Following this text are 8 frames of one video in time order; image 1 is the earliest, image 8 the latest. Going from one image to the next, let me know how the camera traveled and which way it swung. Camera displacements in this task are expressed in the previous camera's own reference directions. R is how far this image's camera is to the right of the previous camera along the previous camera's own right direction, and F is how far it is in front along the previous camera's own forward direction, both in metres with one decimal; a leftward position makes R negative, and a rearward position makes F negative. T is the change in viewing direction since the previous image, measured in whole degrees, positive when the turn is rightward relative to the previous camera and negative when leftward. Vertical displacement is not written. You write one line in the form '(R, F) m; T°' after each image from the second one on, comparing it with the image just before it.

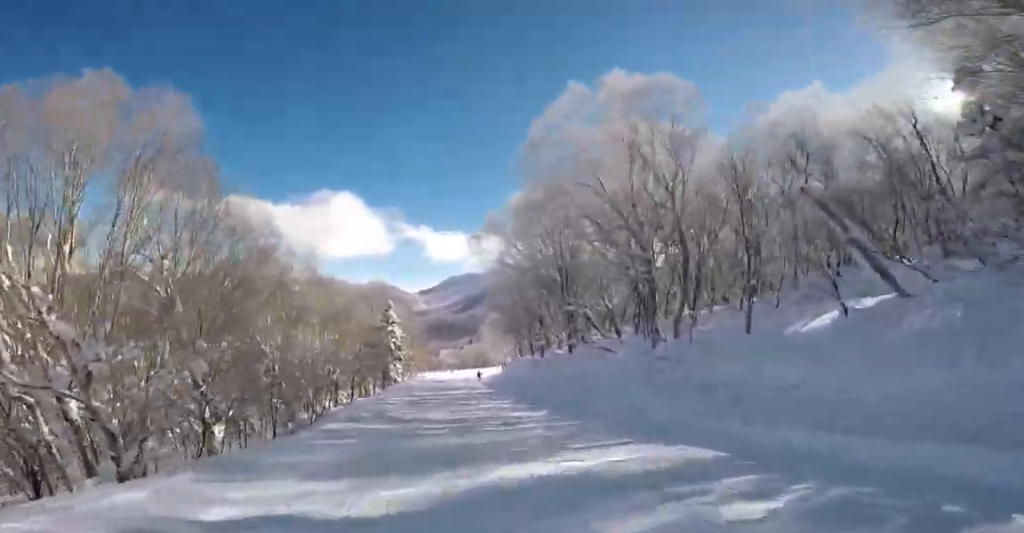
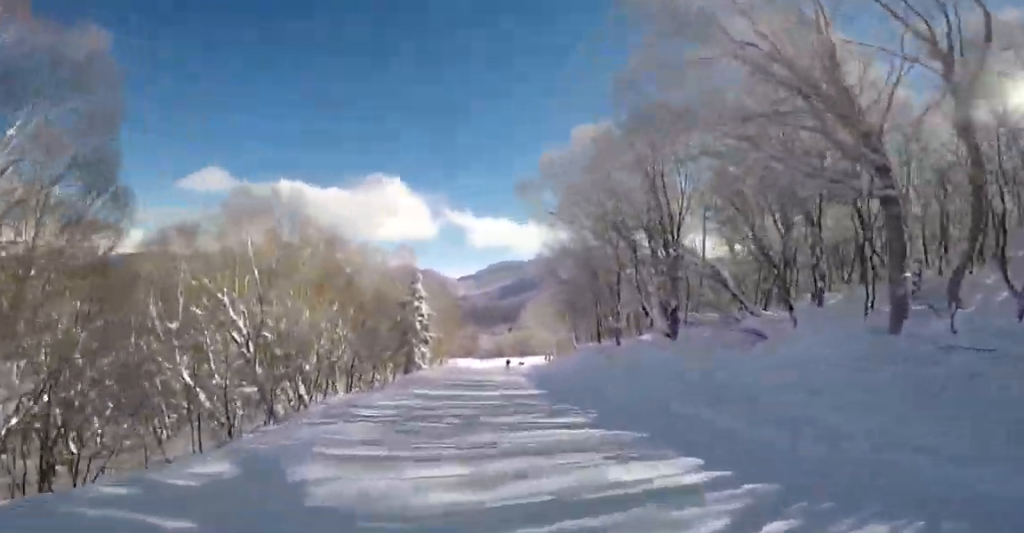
(0.0, +8.7) m; 0°
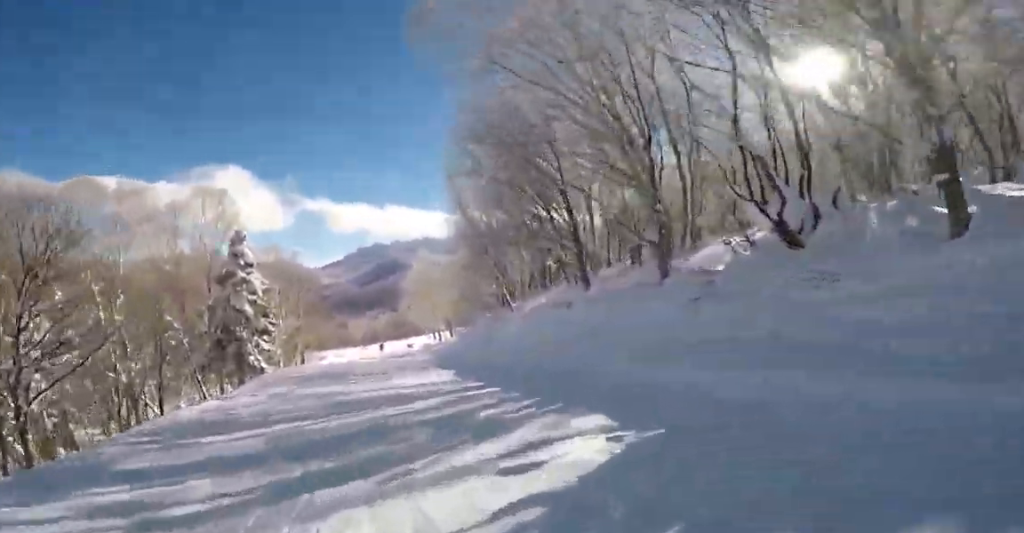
(0.0, +13.7) m; 0°
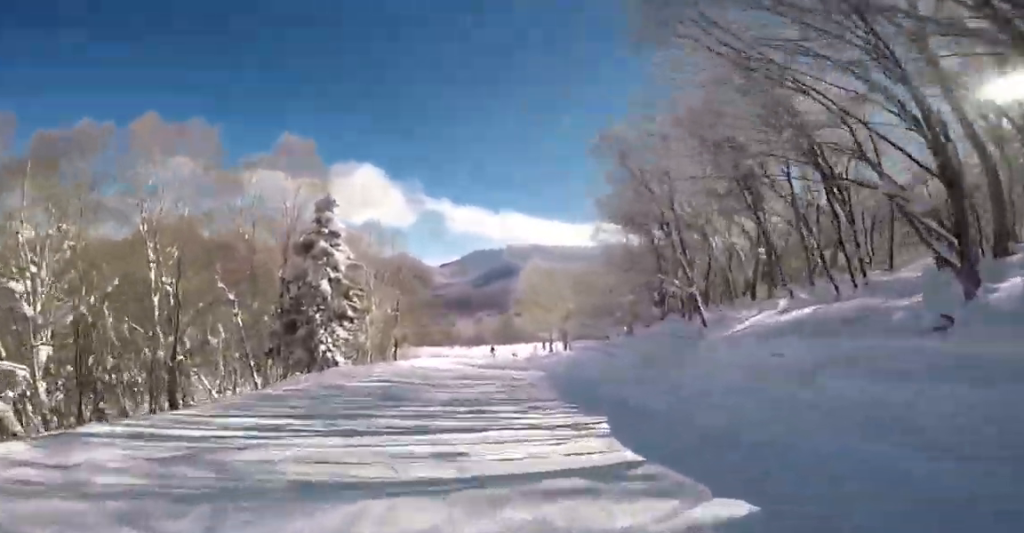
(0.0, +7.4) m; -2°
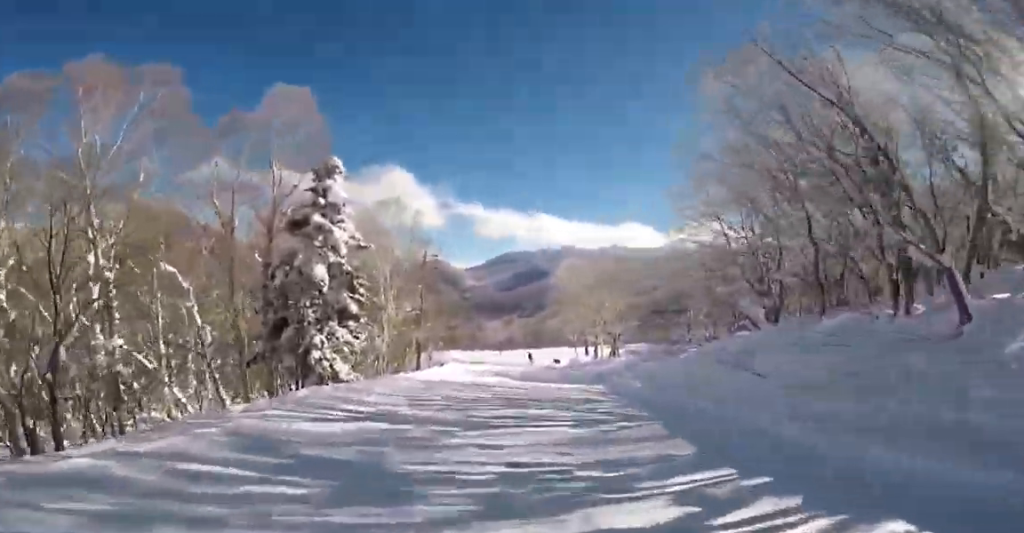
(-0.1, +6.1) m; +1°
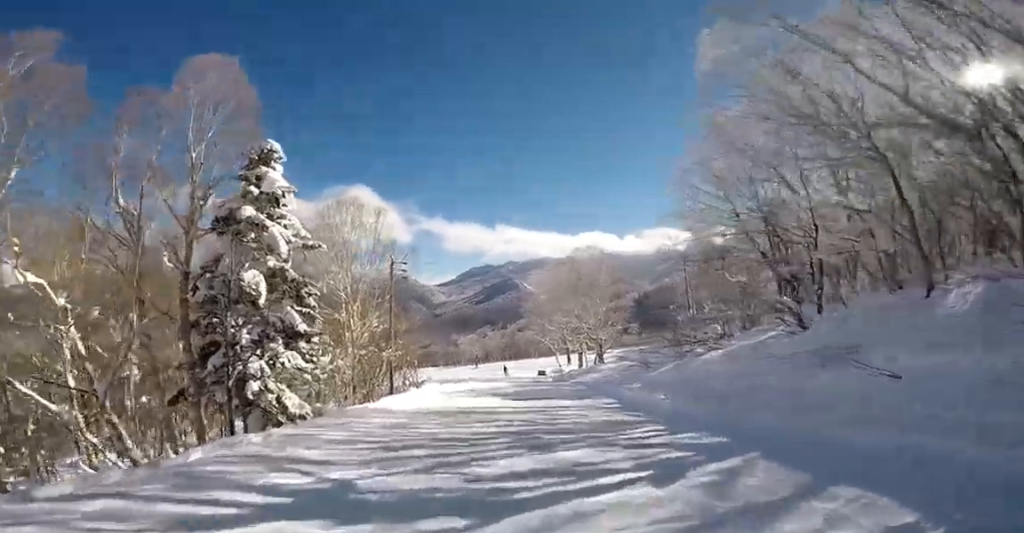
(-0.4, +3.9) m; +3°
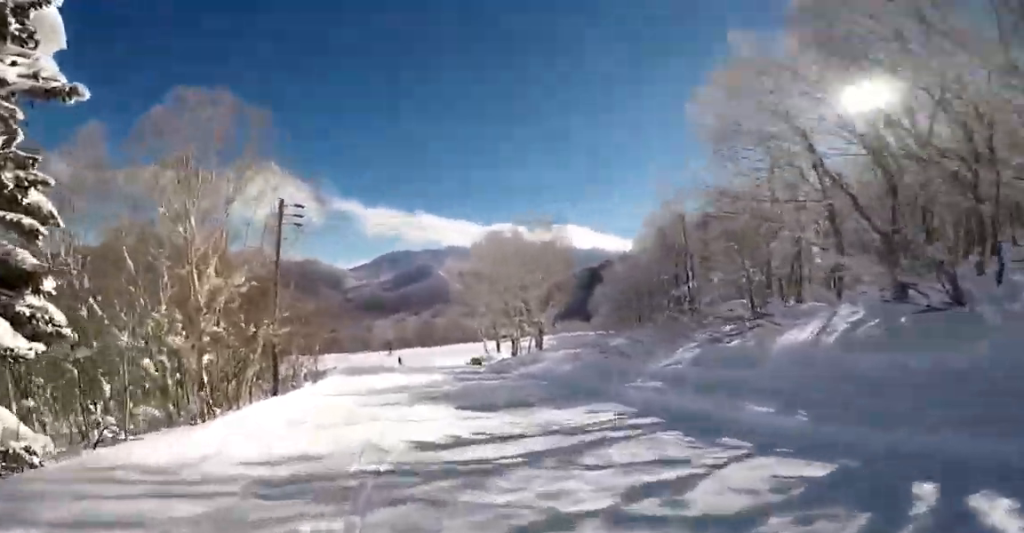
(+0.9, +8.1) m; +4°
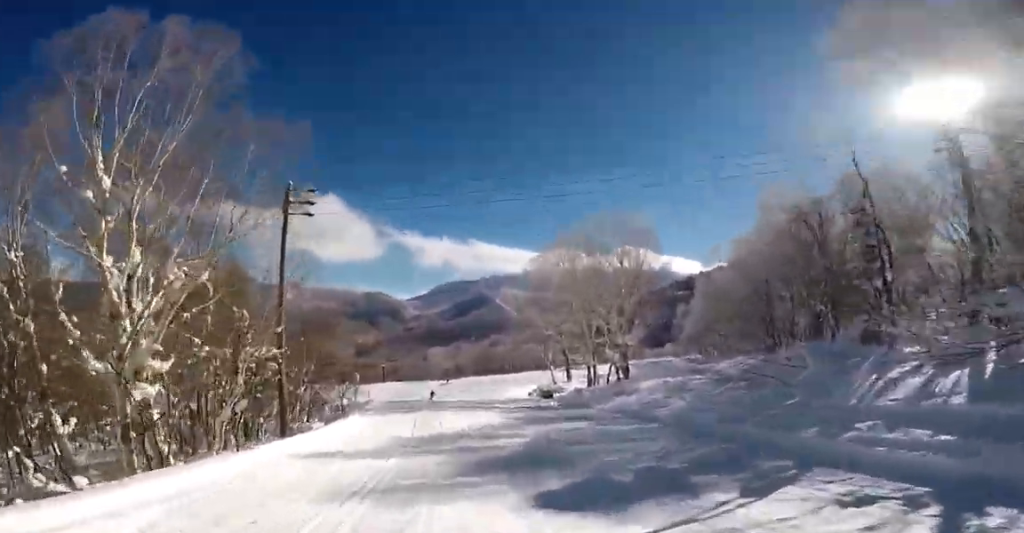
(0.0, +6.4) m; -2°
